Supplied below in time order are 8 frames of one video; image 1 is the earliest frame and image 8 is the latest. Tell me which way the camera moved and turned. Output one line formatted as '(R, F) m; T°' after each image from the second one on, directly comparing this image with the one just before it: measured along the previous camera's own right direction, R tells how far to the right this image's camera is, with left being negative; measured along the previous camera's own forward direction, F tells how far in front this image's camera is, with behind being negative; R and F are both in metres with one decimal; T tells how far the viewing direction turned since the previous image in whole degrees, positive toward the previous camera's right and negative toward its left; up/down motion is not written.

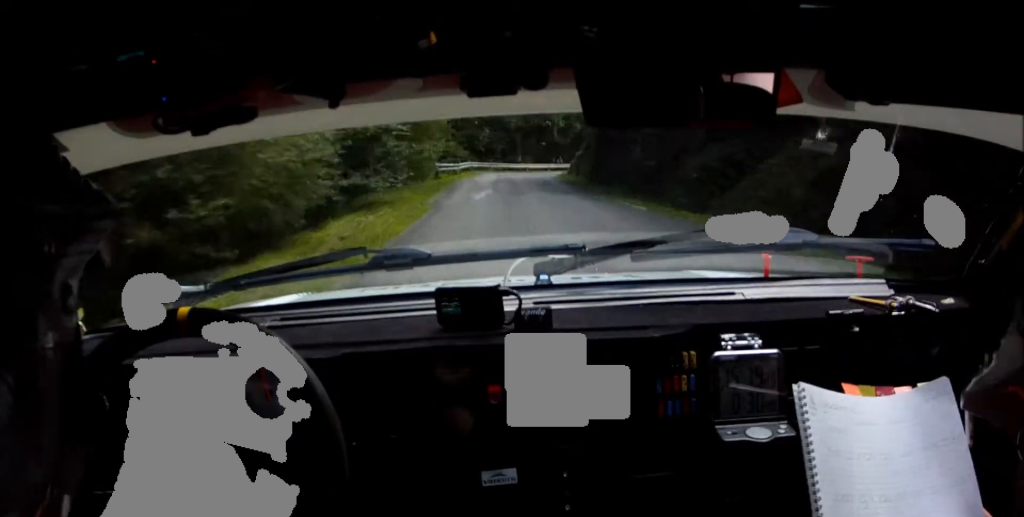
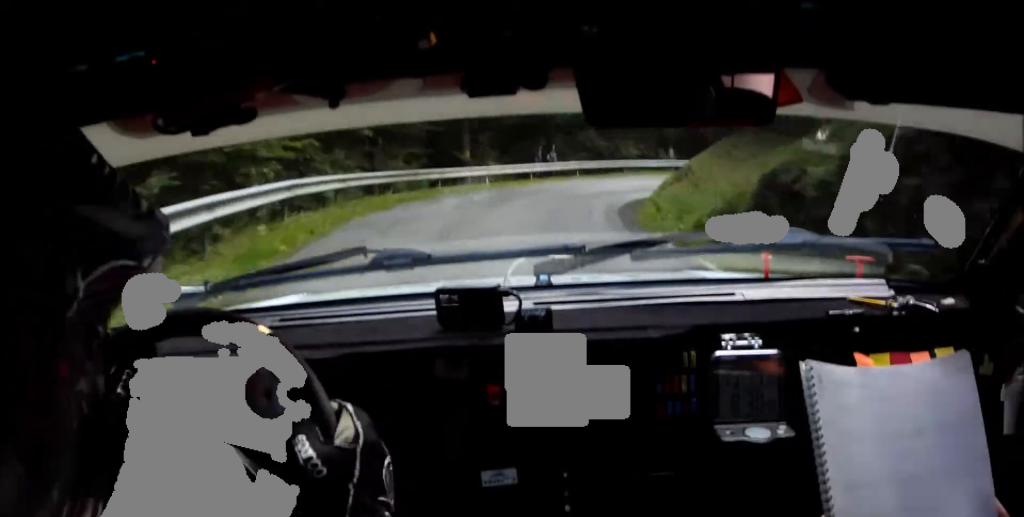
(-1.0, +40.7) m; +2°
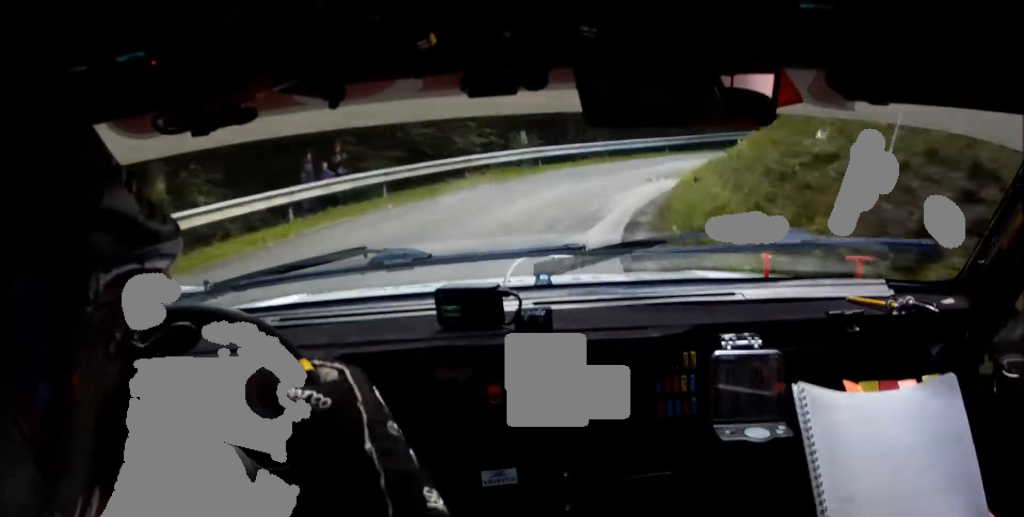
(+0.2, +16.7) m; +11°
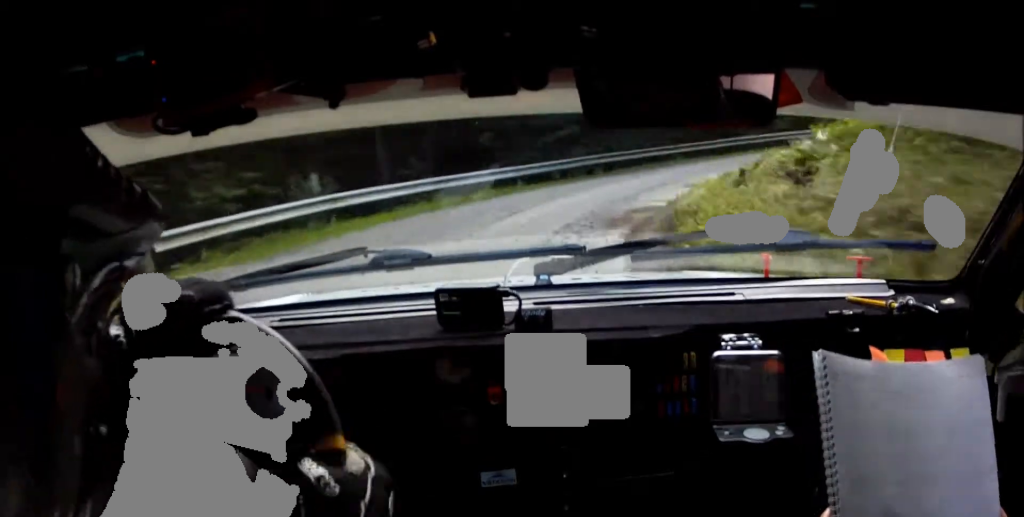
(+1.5, +9.5) m; +15°
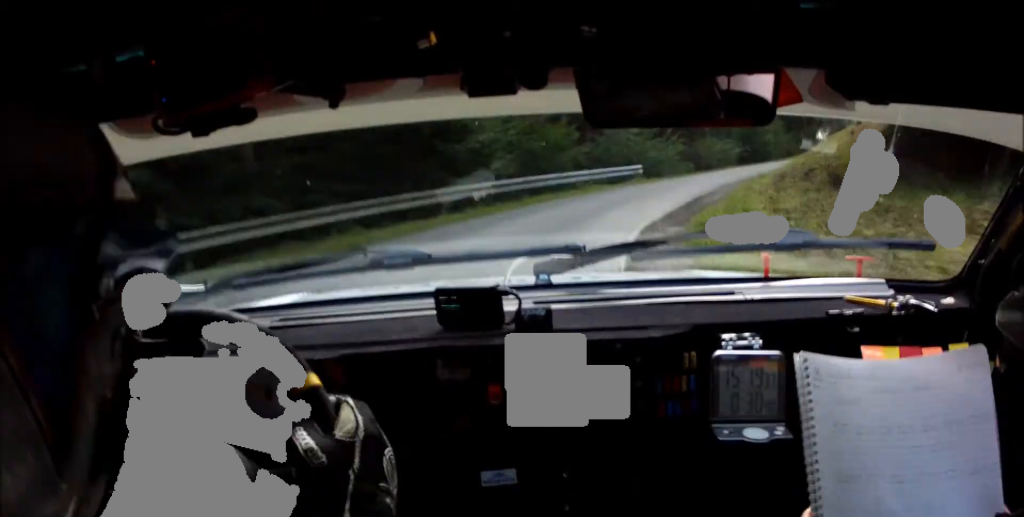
(+2.8, +13.7) m; +22°
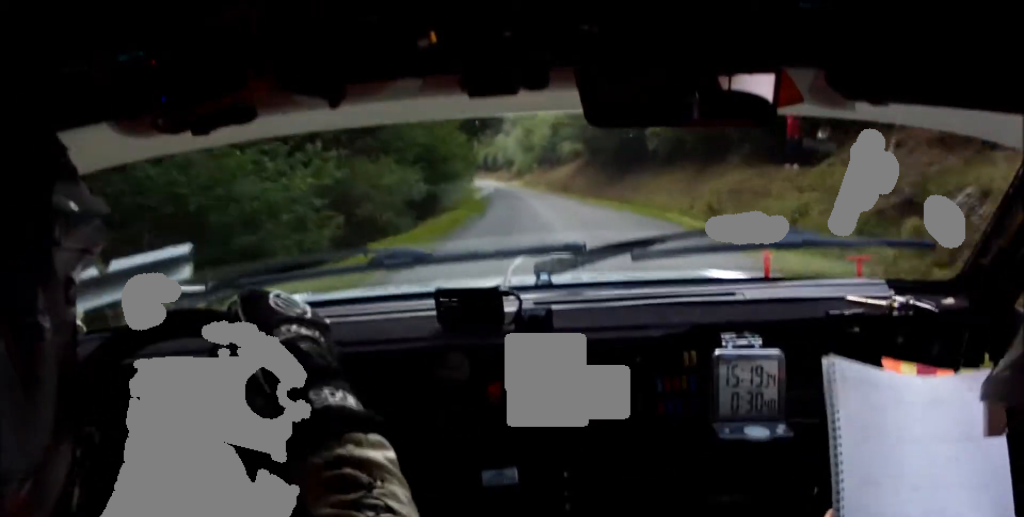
(+5.7, +21.2) m; +24°
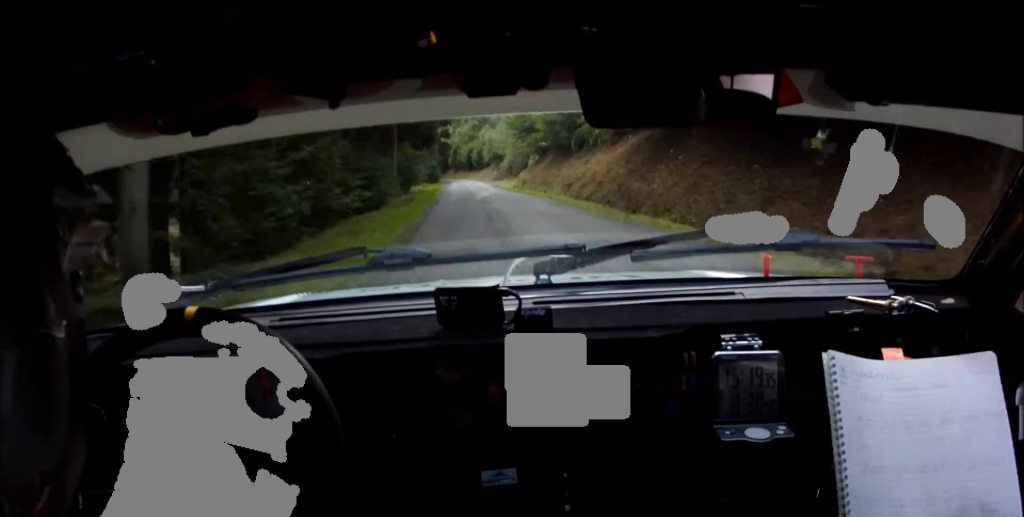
(+4.2, +31.9) m; +9°
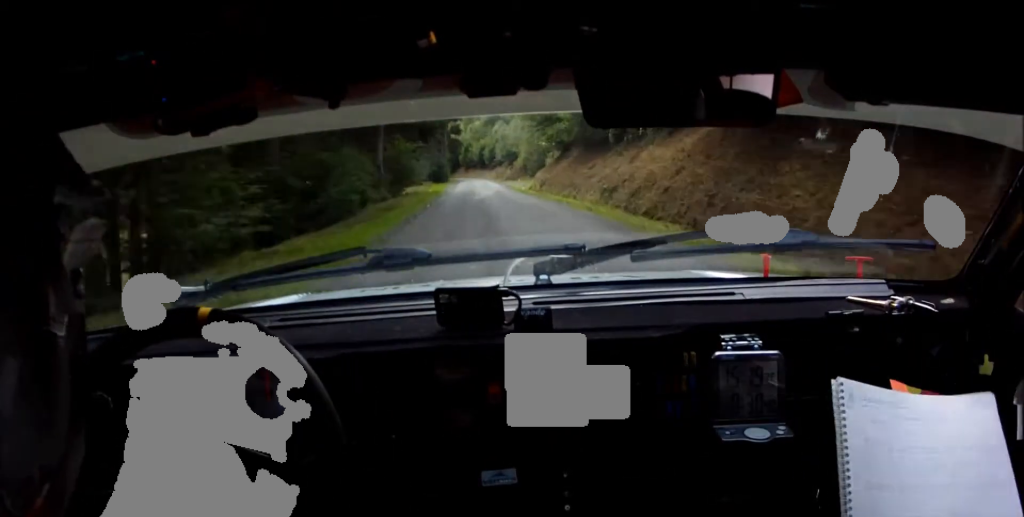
(+0.1, +10.3) m; 0°
